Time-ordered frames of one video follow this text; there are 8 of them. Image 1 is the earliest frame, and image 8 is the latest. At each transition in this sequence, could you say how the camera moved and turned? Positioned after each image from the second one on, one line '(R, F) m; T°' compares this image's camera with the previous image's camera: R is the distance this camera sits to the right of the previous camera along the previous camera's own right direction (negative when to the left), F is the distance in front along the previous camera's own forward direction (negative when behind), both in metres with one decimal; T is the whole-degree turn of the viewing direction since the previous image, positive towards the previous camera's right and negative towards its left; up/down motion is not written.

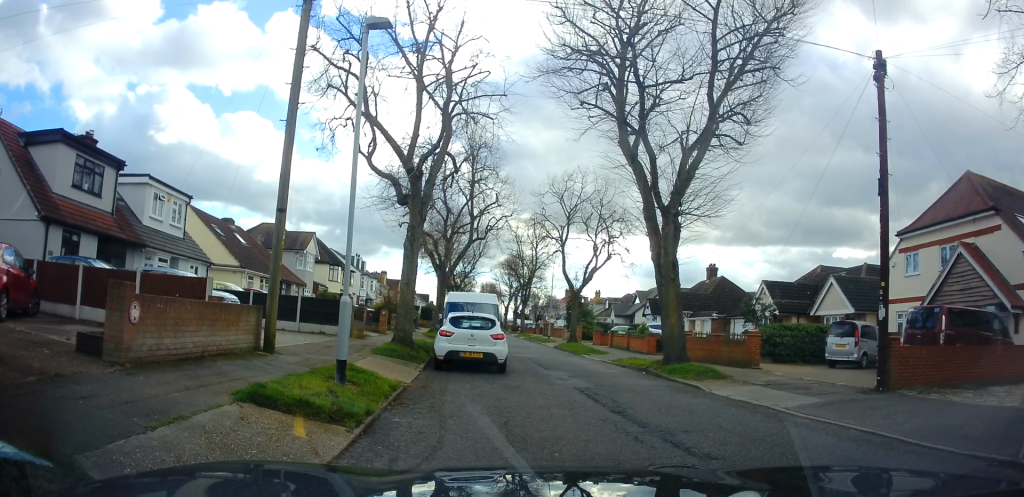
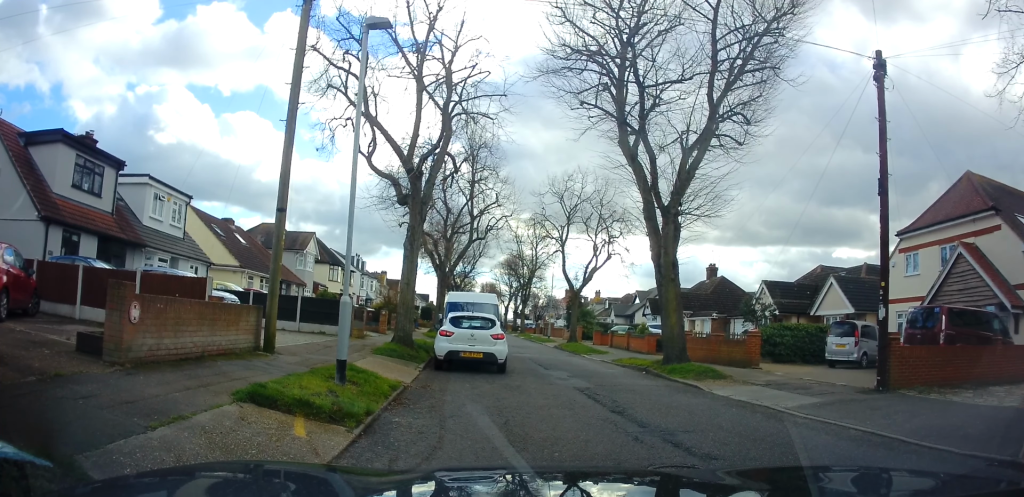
(0.0, 0.0) m; 0°
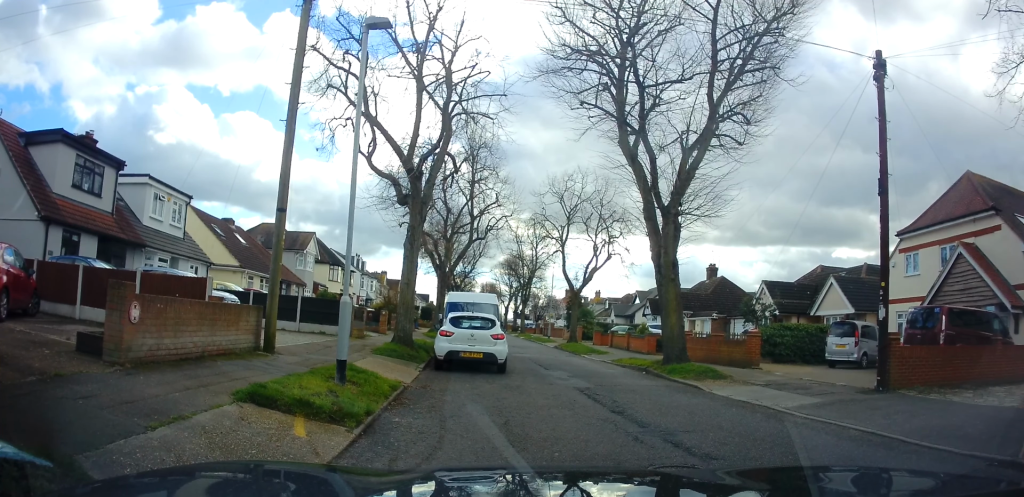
(0.0, 0.0) m; 0°
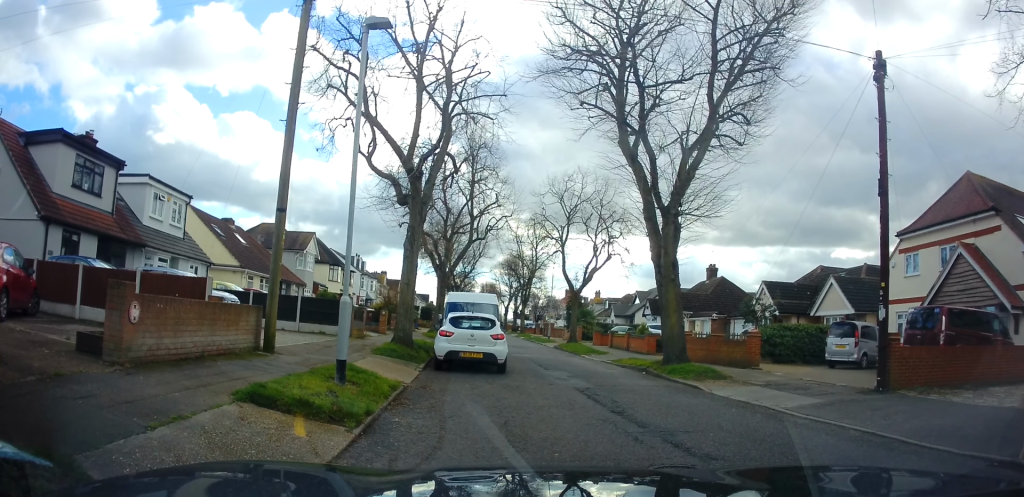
(0.0, 0.0) m; 0°
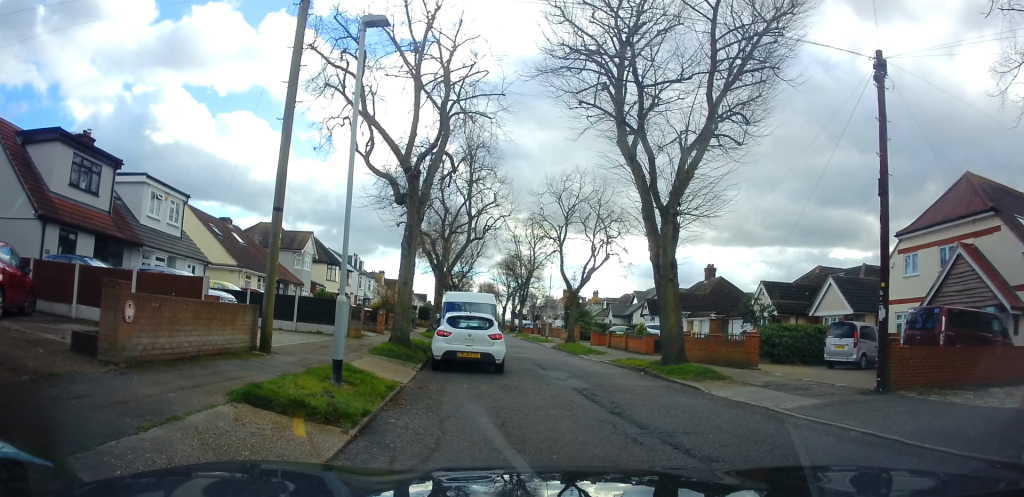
(0.0, 0.0) m; 0°
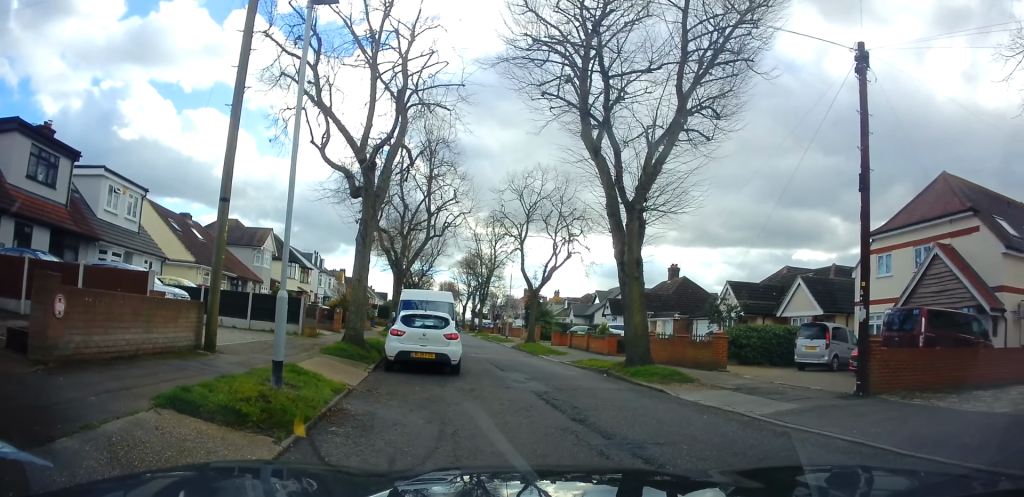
(0.0, +0.5) m; 0°
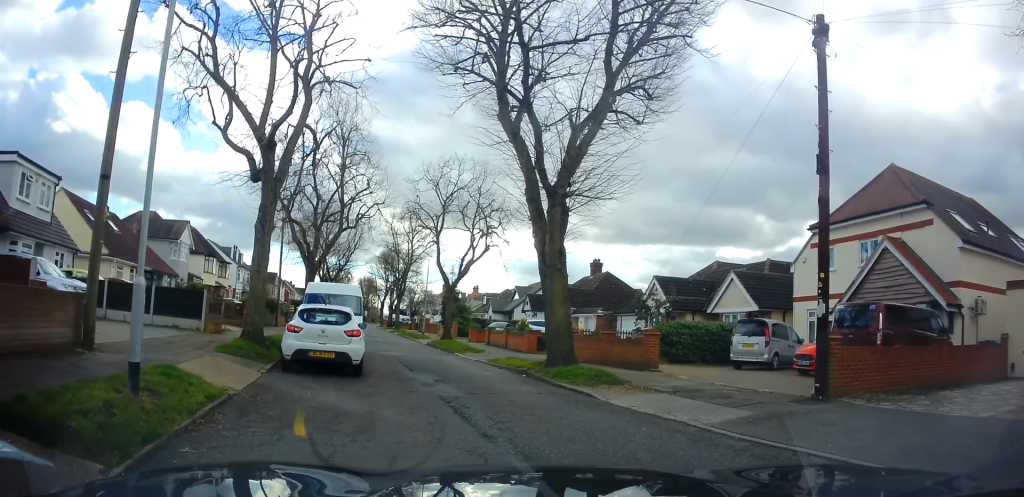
(-0.1, +1.1) m; 0°
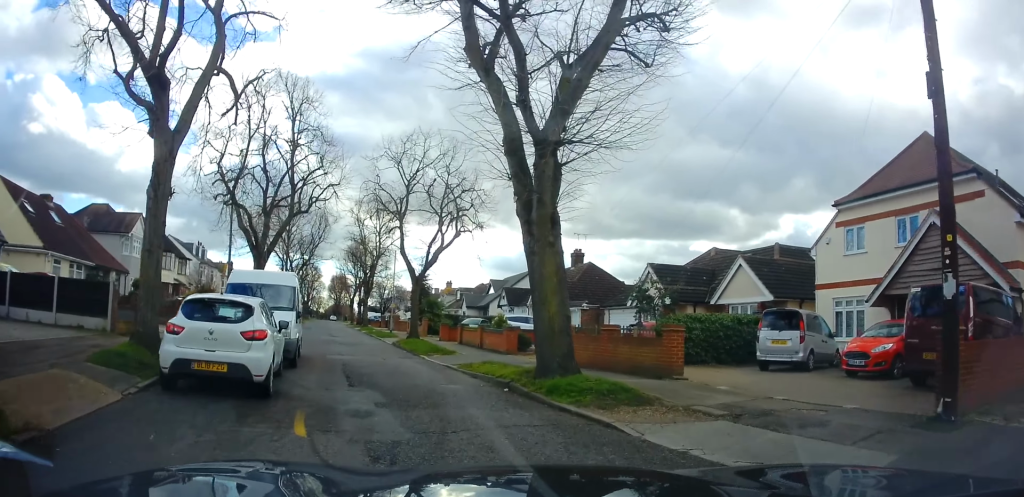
(0.0, +3.3) m; -5°
